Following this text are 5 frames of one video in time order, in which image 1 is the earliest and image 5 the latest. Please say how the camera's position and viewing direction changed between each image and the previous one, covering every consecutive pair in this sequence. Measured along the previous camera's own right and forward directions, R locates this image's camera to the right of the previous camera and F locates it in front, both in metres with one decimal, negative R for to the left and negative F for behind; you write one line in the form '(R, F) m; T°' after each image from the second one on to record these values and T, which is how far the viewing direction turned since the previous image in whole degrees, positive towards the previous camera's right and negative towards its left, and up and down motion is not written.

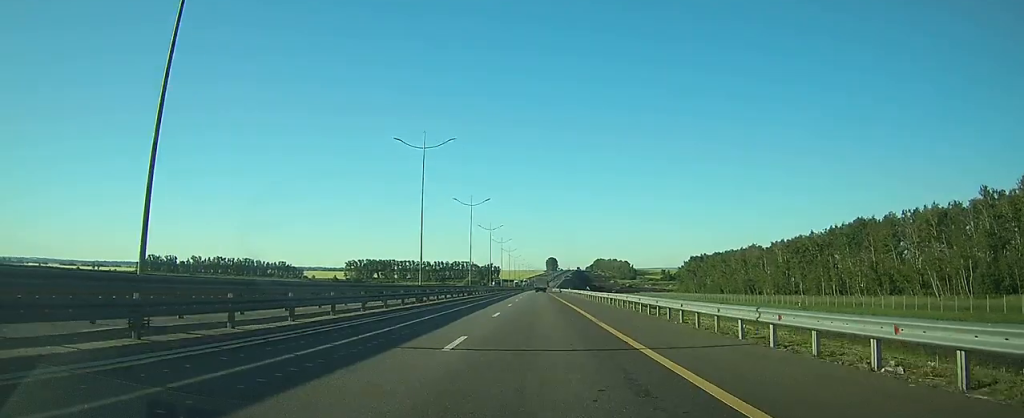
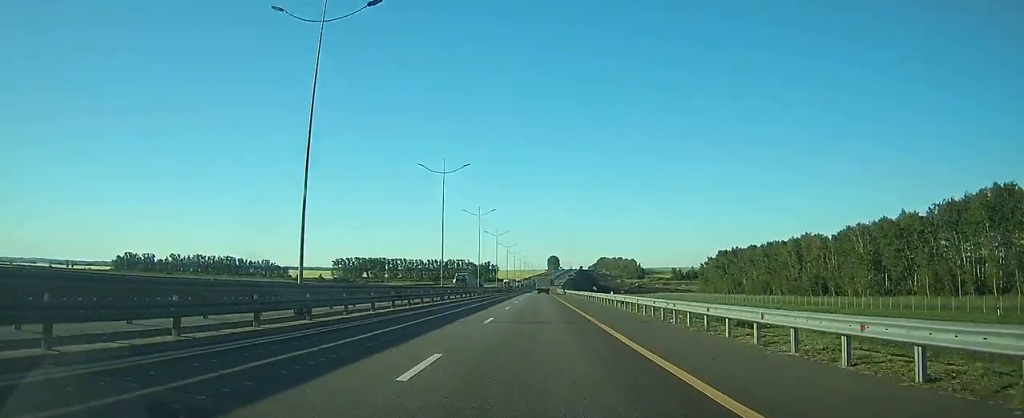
(-0.3, +51.0) m; -1°
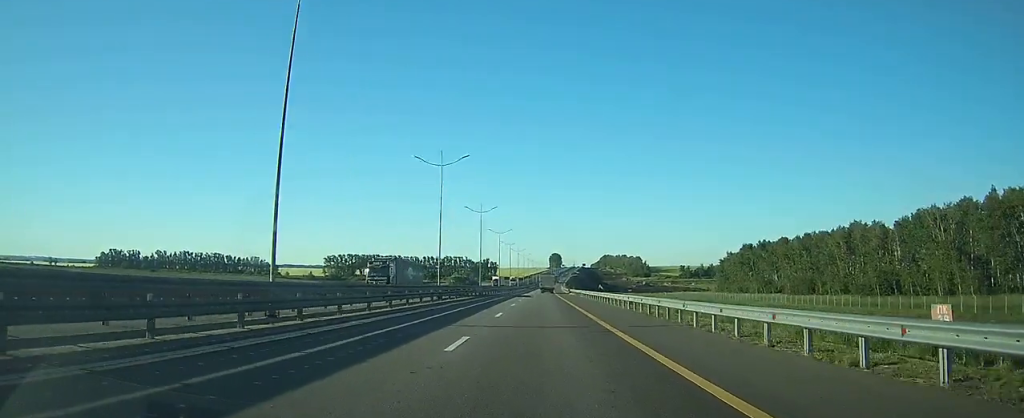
(-0.1, +32.4) m; 0°
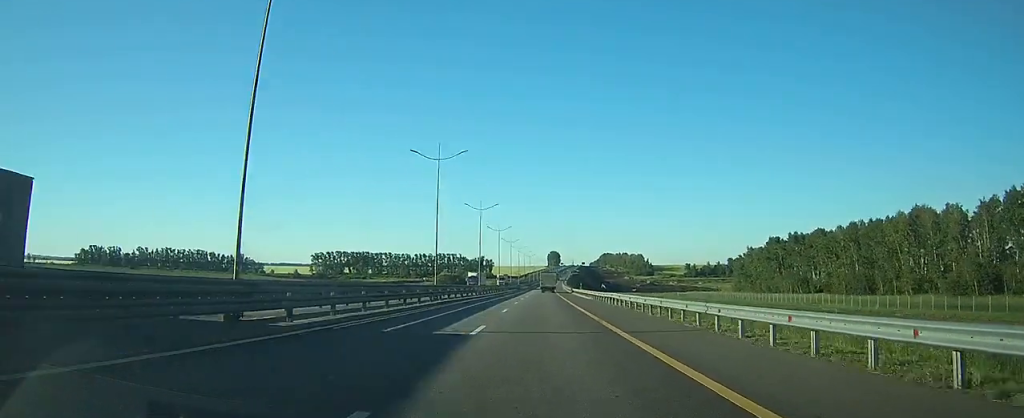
(-0.1, +32.1) m; 0°
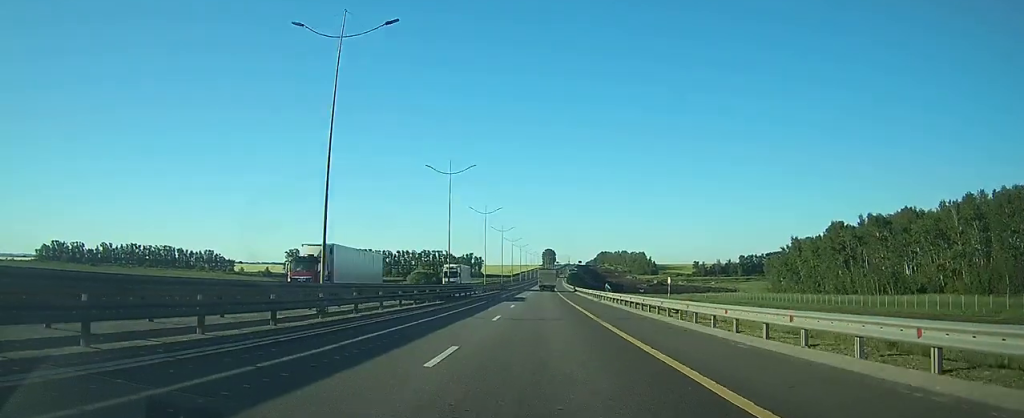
(+0.1, +53.4) m; 0°
